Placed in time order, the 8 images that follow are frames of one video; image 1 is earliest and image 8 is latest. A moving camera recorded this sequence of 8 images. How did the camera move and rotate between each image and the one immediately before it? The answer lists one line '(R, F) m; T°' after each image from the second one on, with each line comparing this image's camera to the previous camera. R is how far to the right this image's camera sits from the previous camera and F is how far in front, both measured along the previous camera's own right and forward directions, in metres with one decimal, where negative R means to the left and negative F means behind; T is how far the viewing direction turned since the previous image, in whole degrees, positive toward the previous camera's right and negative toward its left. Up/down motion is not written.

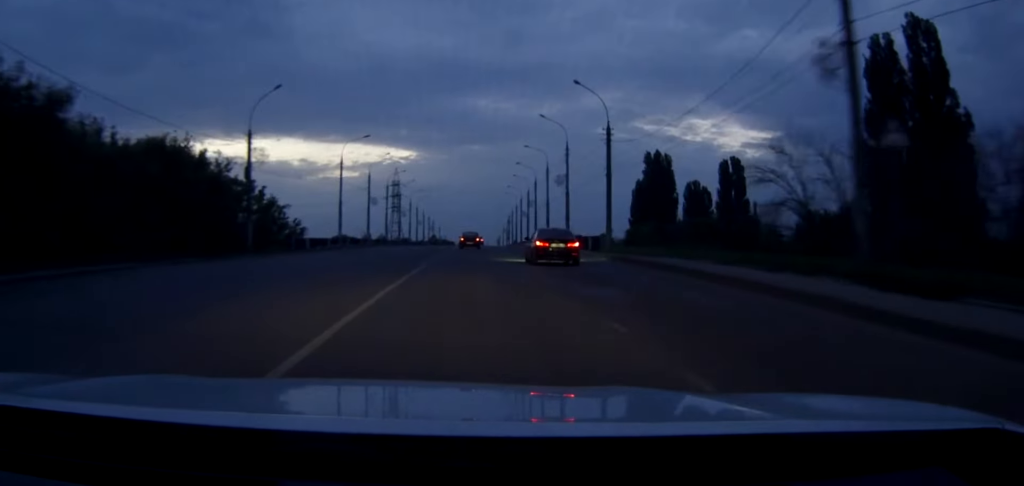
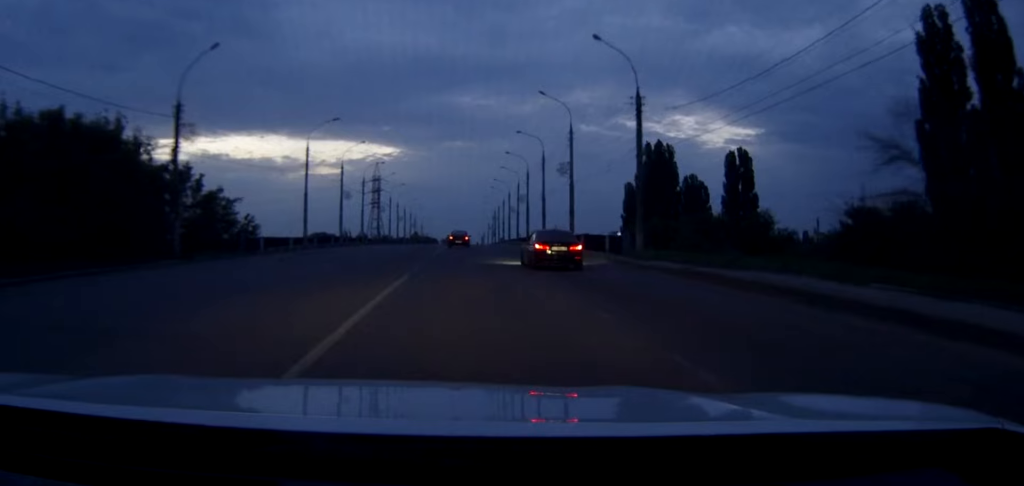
(+0.1, +11.6) m; 0°
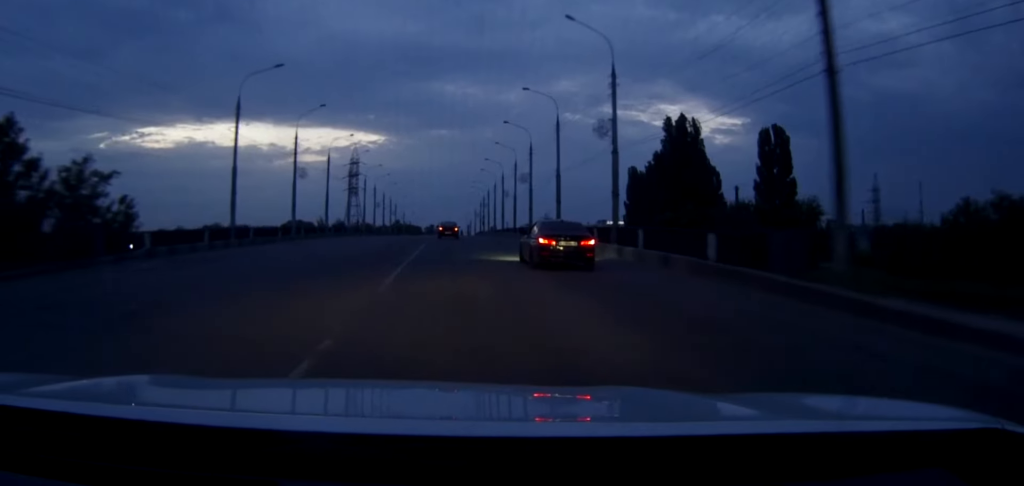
(+0.1, +20.8) m; +1°
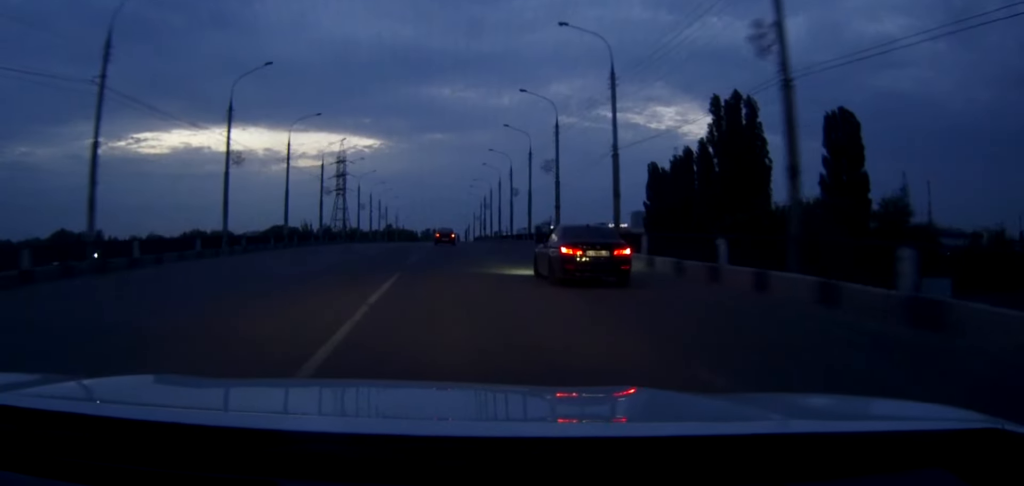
(+0.2, +22.4) m; 0°
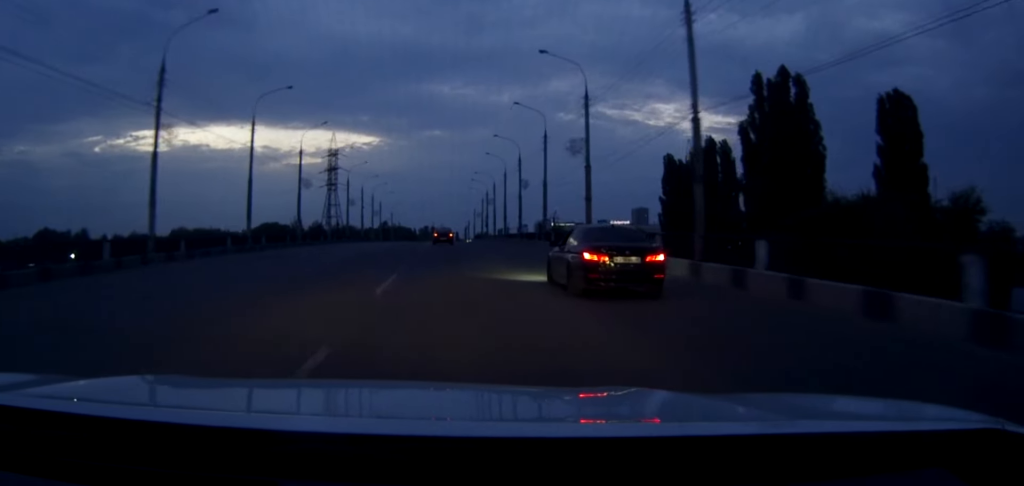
(0.0, +13.5) m; 0°
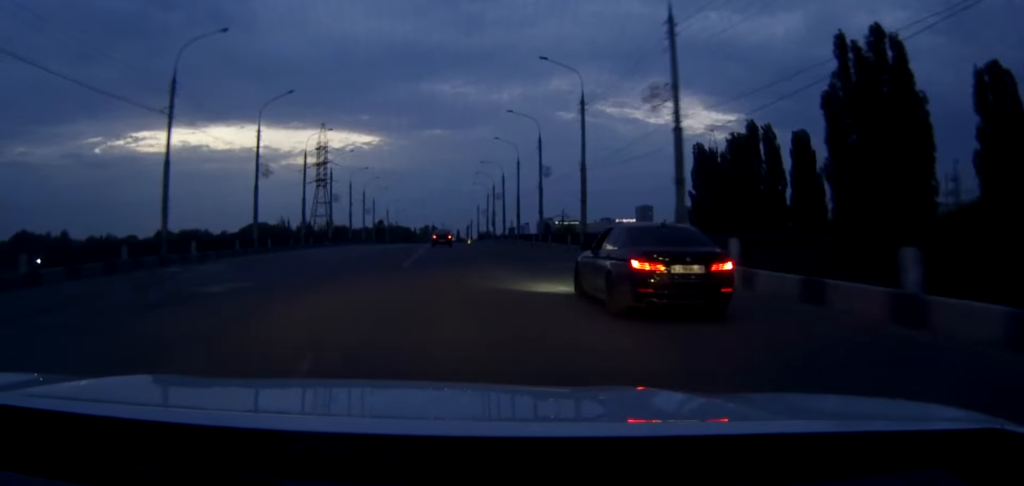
(+0.1, +18.8) m; 0°
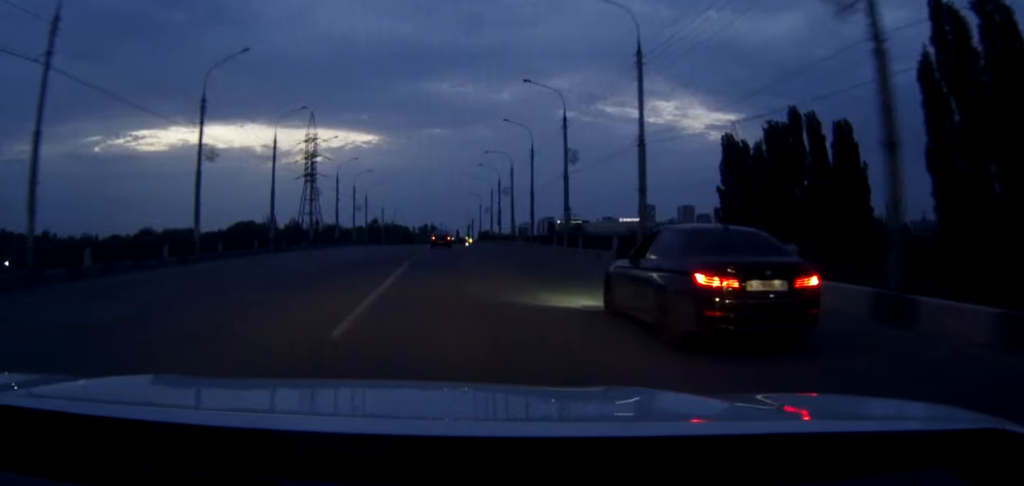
(0.0, +14.9) m; 0°
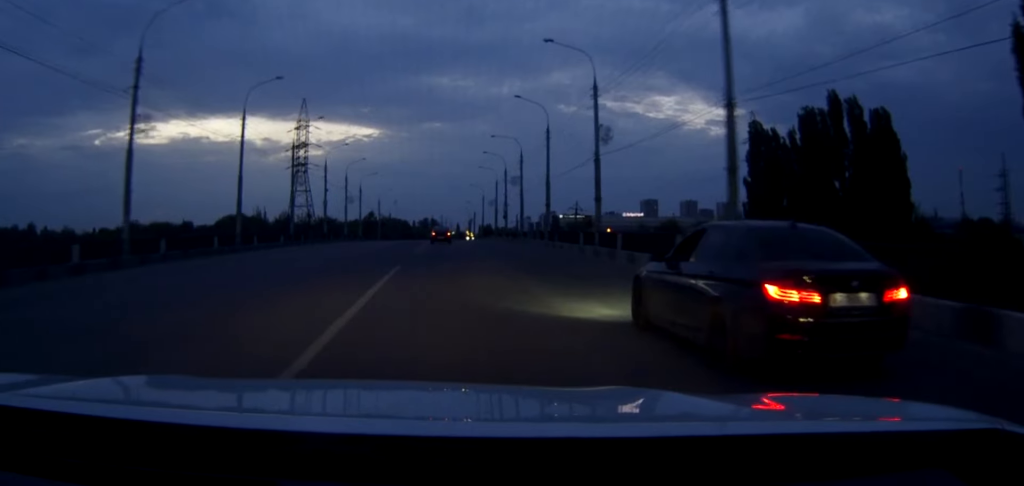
(-0.1, +11.1) m; 0°
